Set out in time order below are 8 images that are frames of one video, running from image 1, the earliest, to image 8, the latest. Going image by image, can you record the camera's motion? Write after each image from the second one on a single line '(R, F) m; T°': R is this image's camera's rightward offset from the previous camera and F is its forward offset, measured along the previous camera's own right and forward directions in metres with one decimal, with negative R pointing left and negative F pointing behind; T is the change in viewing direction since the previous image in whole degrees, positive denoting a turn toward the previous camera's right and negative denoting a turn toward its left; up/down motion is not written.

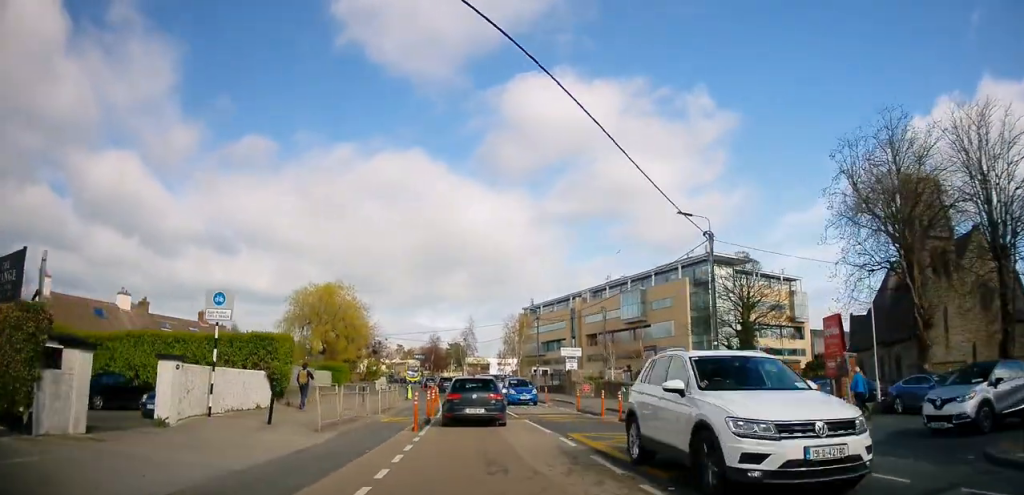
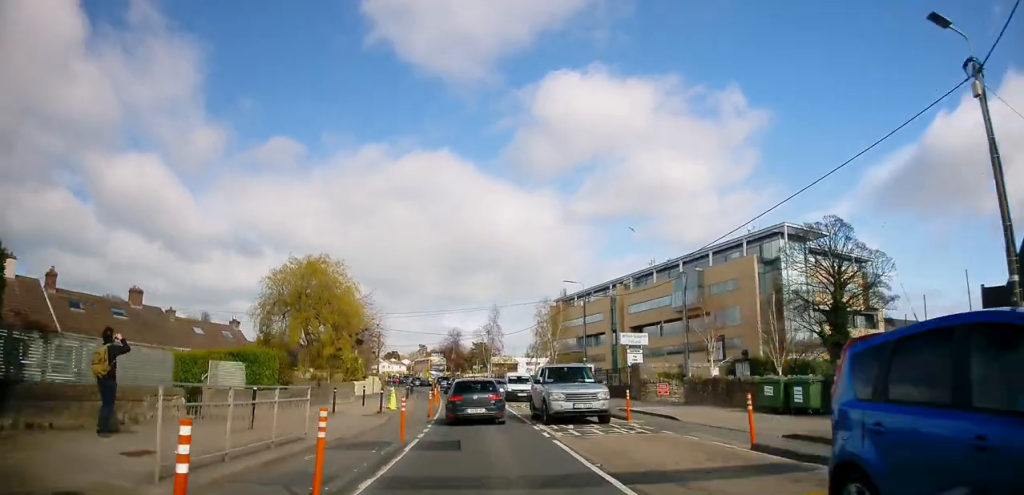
(-0.2, +17.3) m; -1°
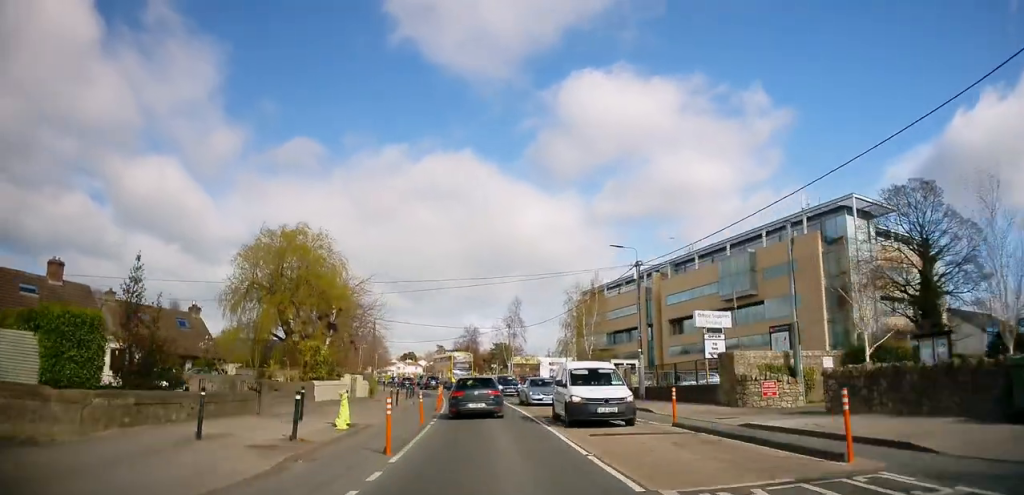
(-0.4, +12.2) m; -3°
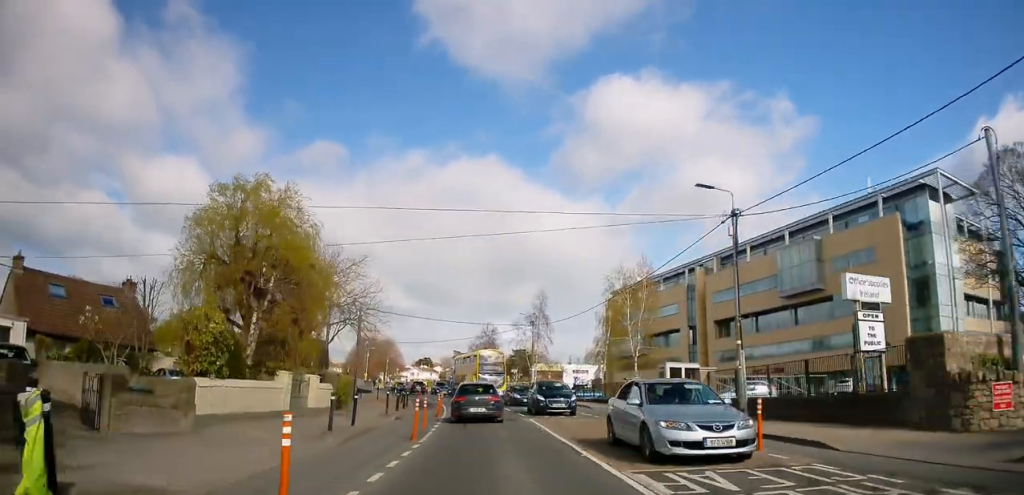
(-0.1, +11.5) m; -3°
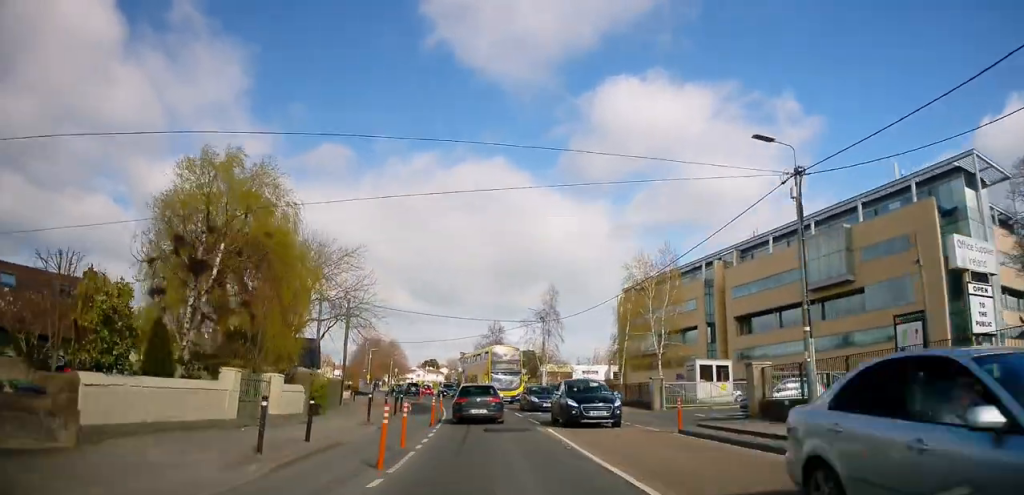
(-0.2, +4.8) m; 0°
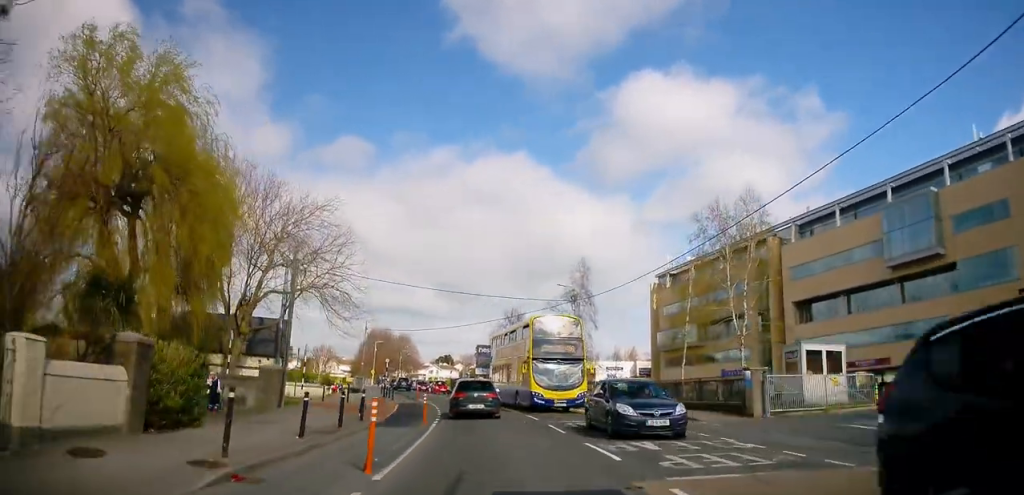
(-0.1, +11.0) m; 0°
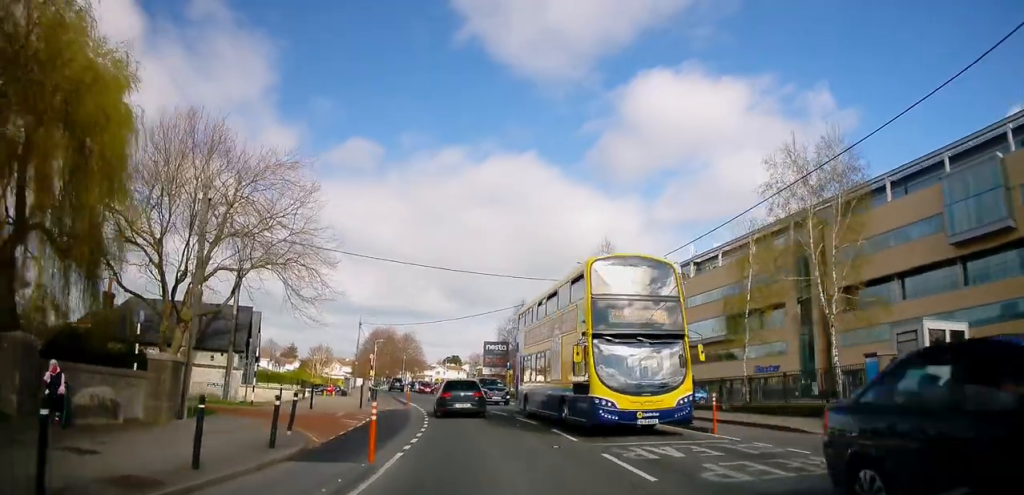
(0.0, +7.9) m; -1°
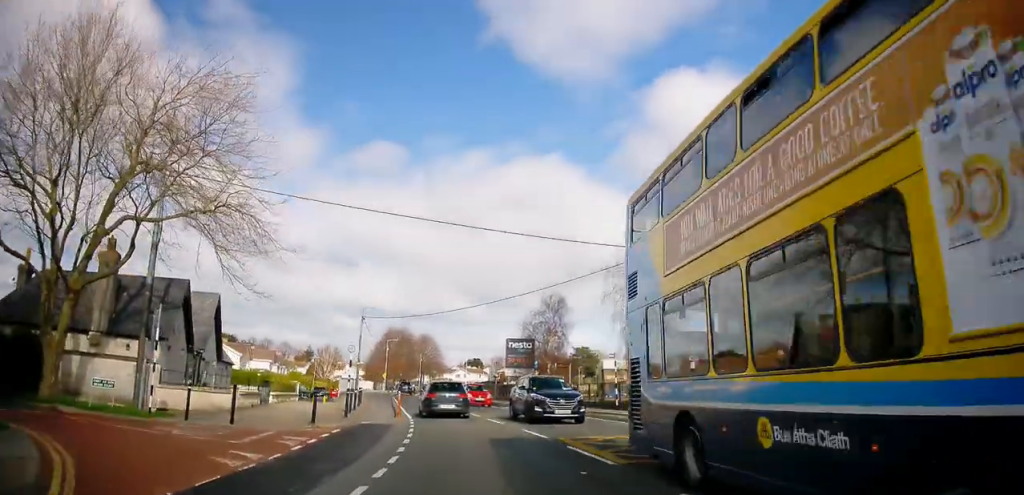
(-0.2, +10.1) m; -3°
